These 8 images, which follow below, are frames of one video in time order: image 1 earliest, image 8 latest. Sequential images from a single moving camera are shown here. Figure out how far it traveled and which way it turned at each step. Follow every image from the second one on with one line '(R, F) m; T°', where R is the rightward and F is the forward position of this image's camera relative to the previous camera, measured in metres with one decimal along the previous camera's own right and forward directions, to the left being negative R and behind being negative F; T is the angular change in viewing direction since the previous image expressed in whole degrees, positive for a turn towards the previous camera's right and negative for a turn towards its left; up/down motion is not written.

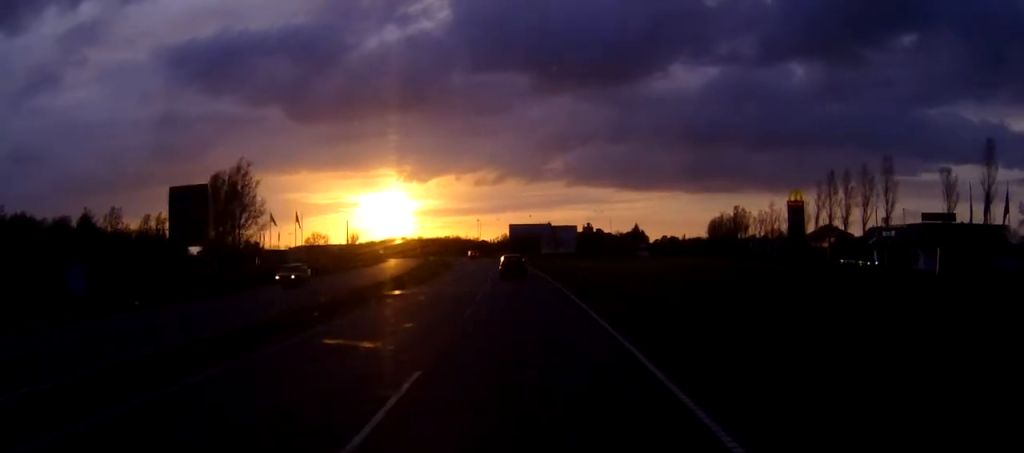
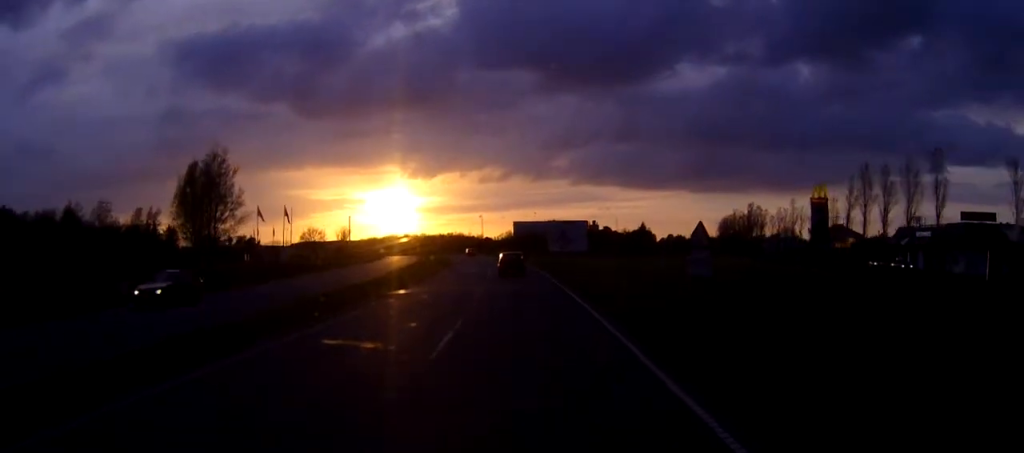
(0.0, +8.7) m; 0°
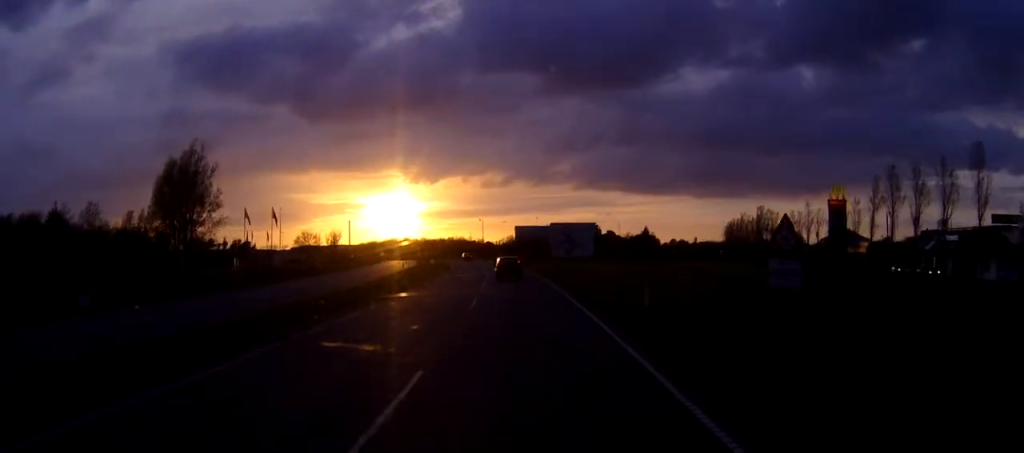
(0.0, +6.5) m; 0°
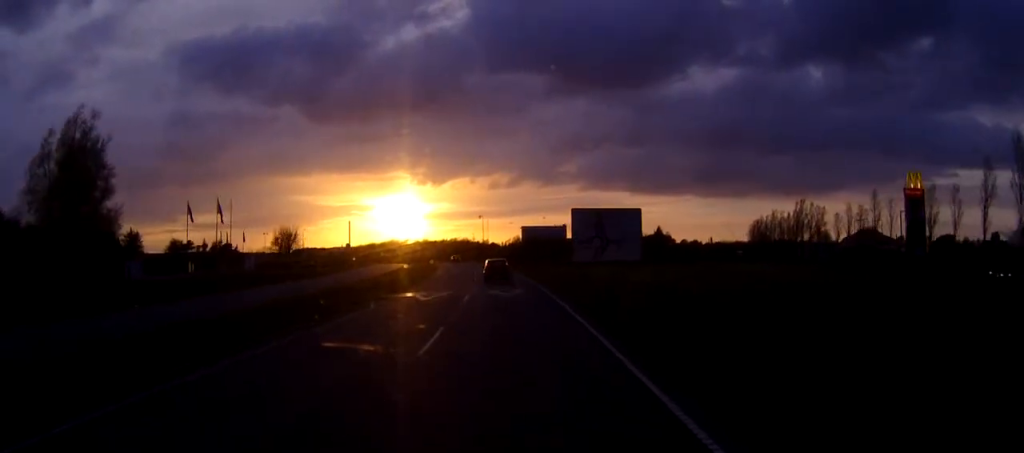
(-0.2, +22.9) m; -1°
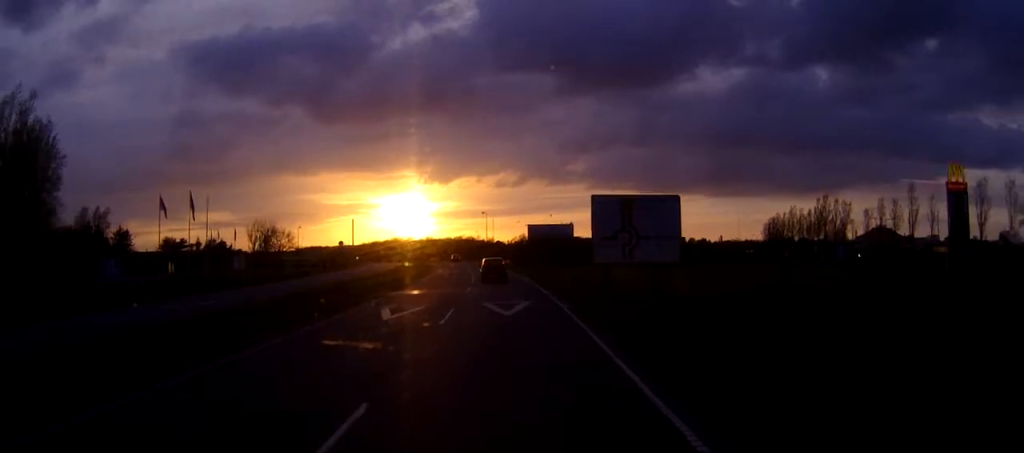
(-0.1, +9.3) m; -1°
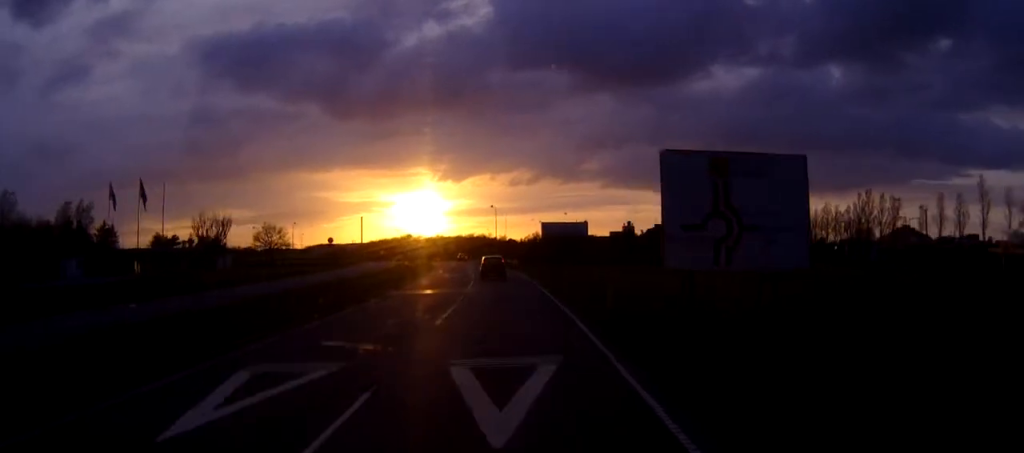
(-0.1, +14.3) m; -1°
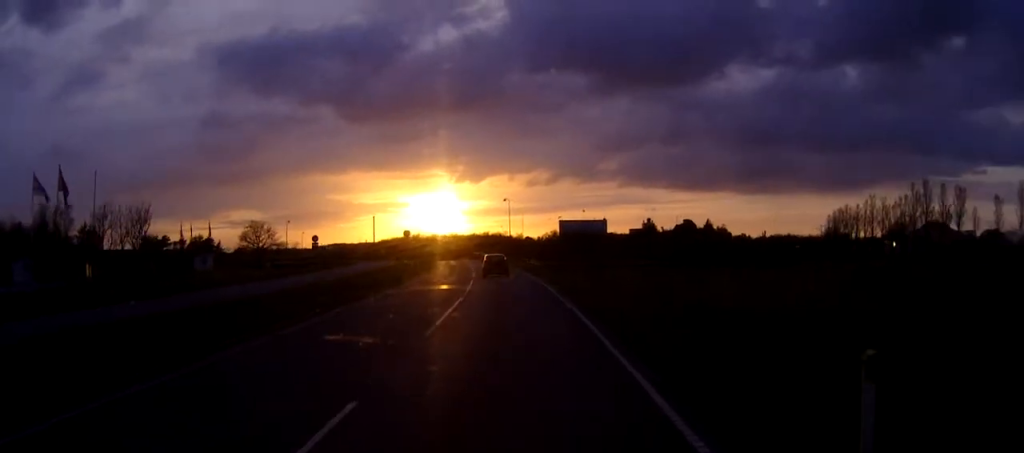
(-0.1, +16.2) m; -1°
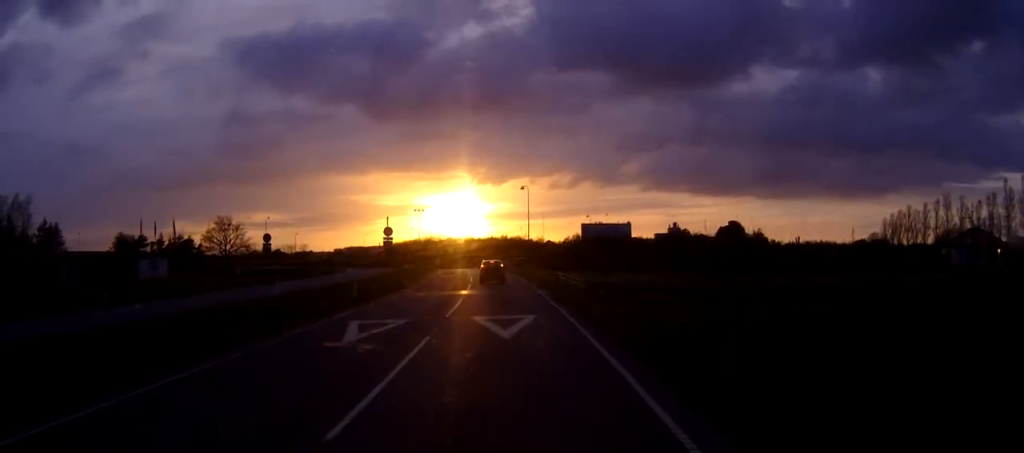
(-0.3, +24.1) m; -2°
